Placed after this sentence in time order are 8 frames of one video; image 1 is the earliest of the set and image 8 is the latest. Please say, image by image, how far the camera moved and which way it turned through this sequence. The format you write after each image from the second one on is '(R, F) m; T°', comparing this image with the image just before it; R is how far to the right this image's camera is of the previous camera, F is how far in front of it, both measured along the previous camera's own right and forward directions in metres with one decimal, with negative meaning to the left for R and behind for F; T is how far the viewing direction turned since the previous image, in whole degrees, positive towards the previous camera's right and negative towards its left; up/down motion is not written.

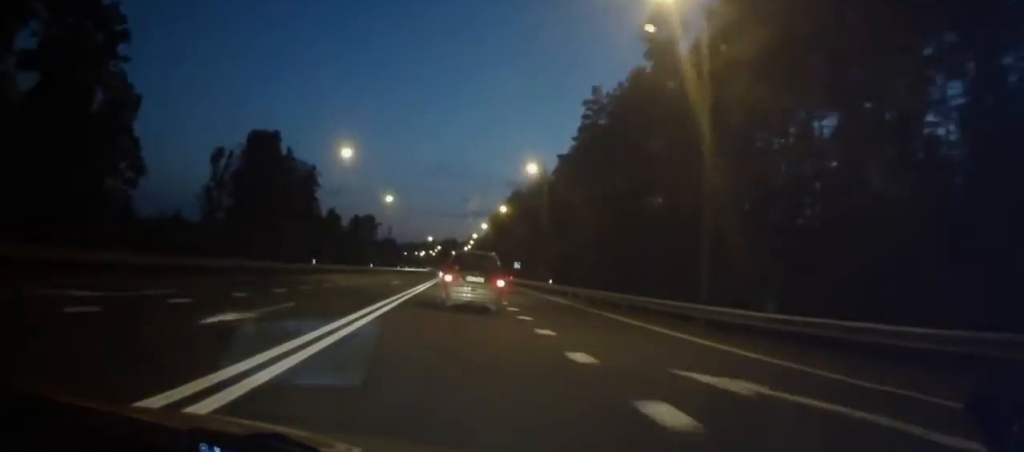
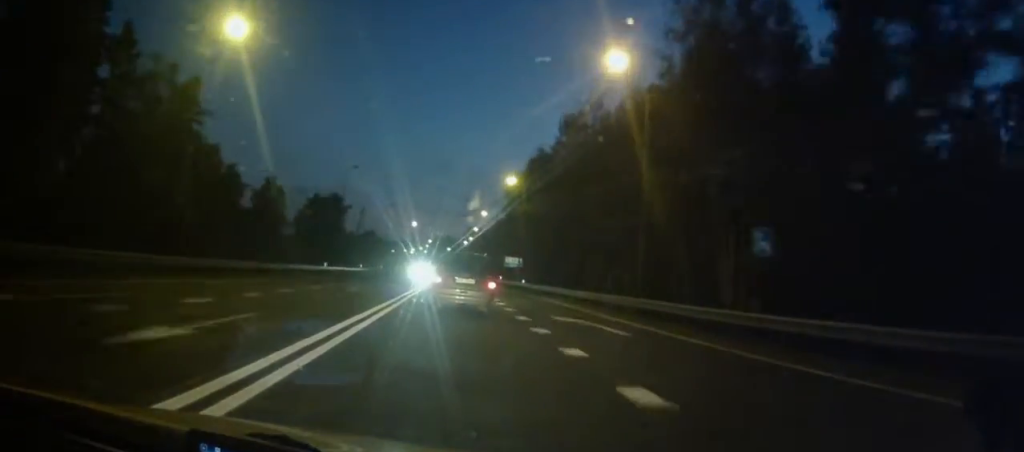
(+0.6, +61.4) m; 0°
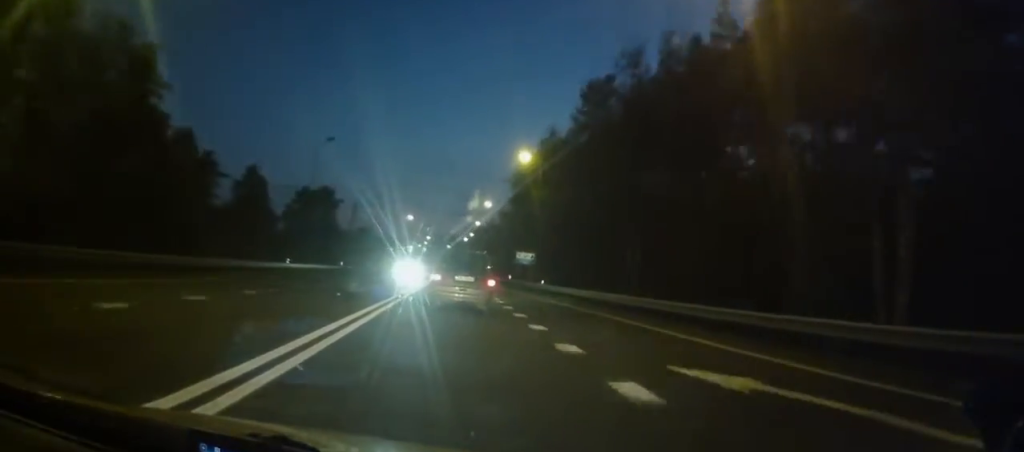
(-0.2, +11.5) m; 0°
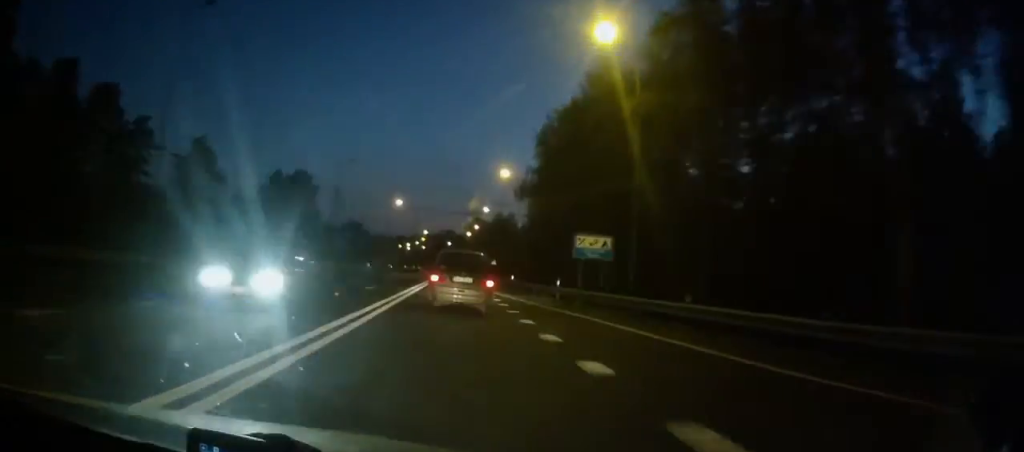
(-0.3, +25.7) m; 0°
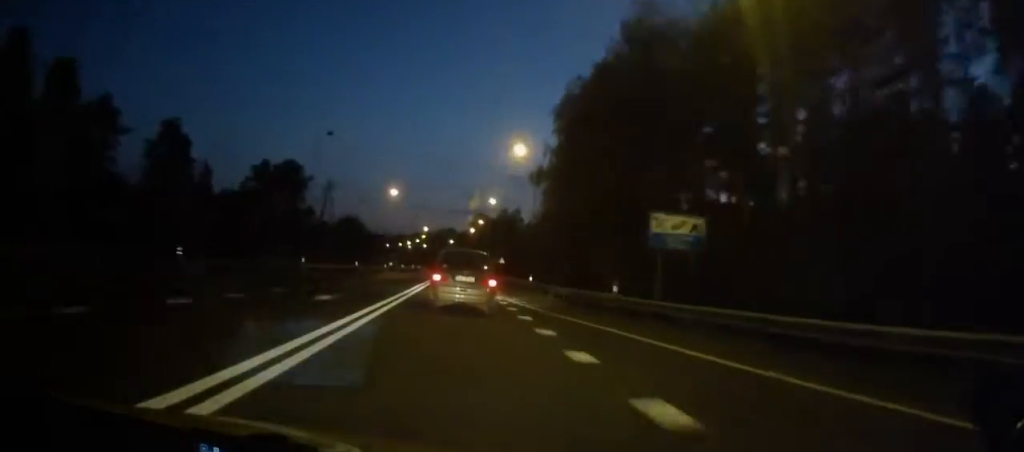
(+0.2, +10.7) m; 0°
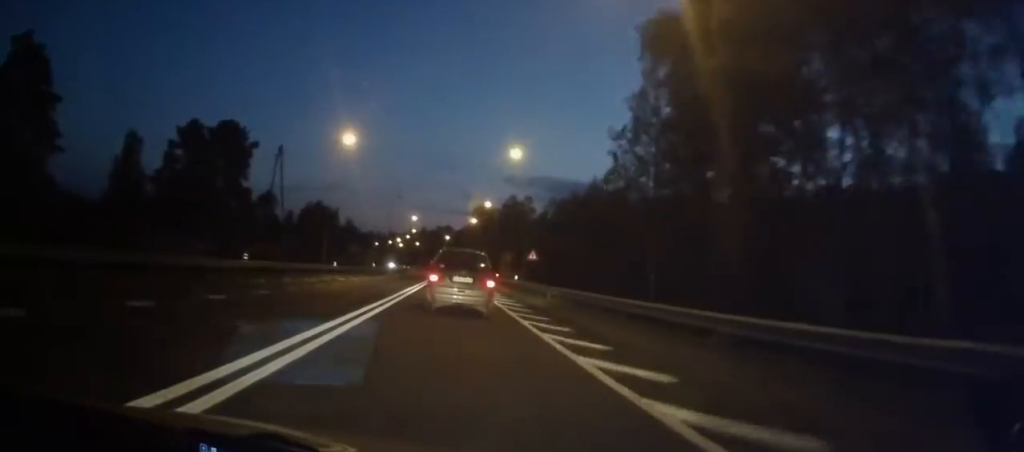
(-0.1, +33.1) m; 0°
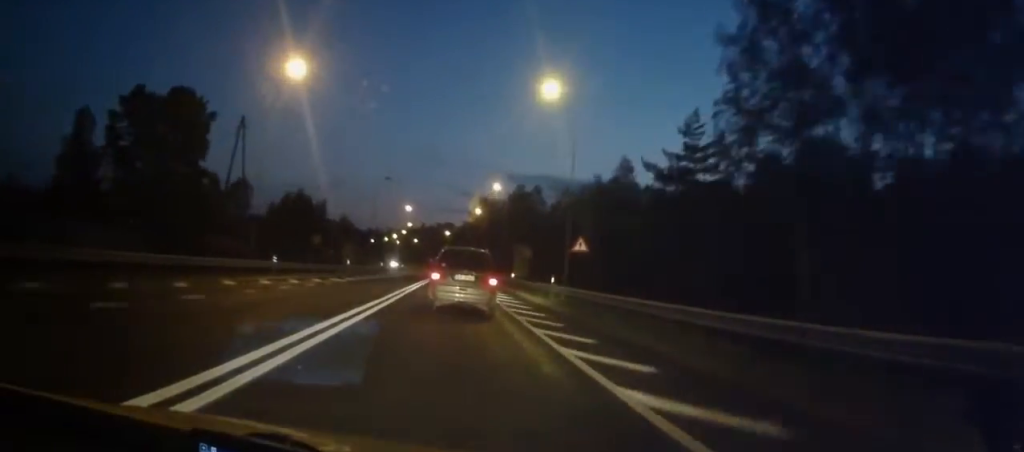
(+0.2, +17.0) m; 0°
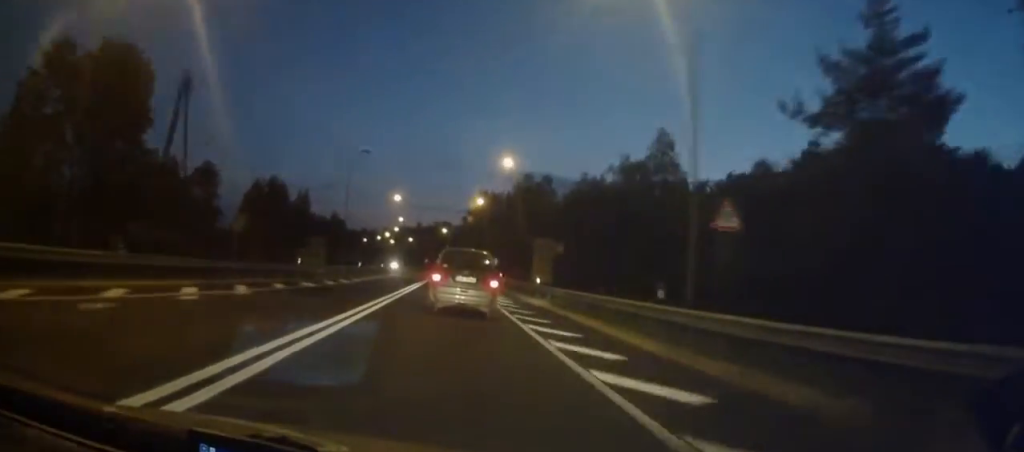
(+0.1, +16.1) m; 0°
